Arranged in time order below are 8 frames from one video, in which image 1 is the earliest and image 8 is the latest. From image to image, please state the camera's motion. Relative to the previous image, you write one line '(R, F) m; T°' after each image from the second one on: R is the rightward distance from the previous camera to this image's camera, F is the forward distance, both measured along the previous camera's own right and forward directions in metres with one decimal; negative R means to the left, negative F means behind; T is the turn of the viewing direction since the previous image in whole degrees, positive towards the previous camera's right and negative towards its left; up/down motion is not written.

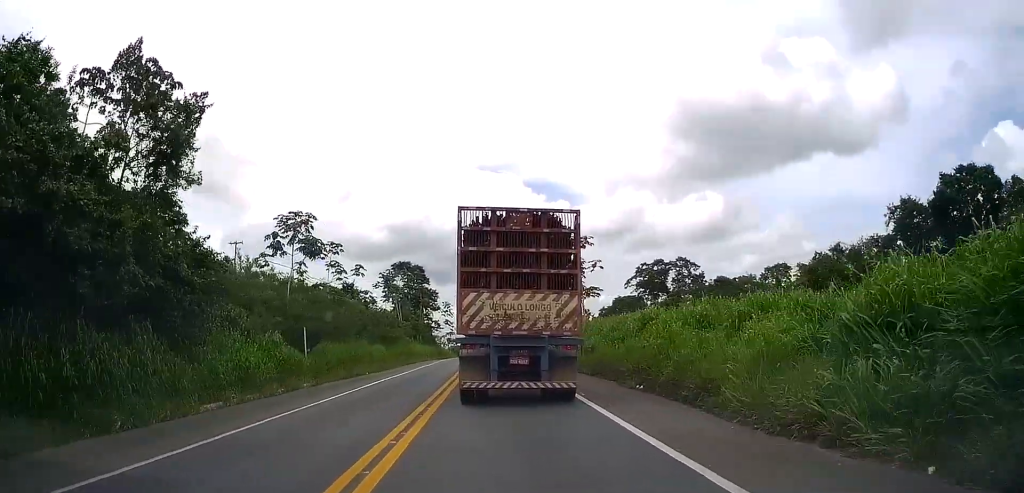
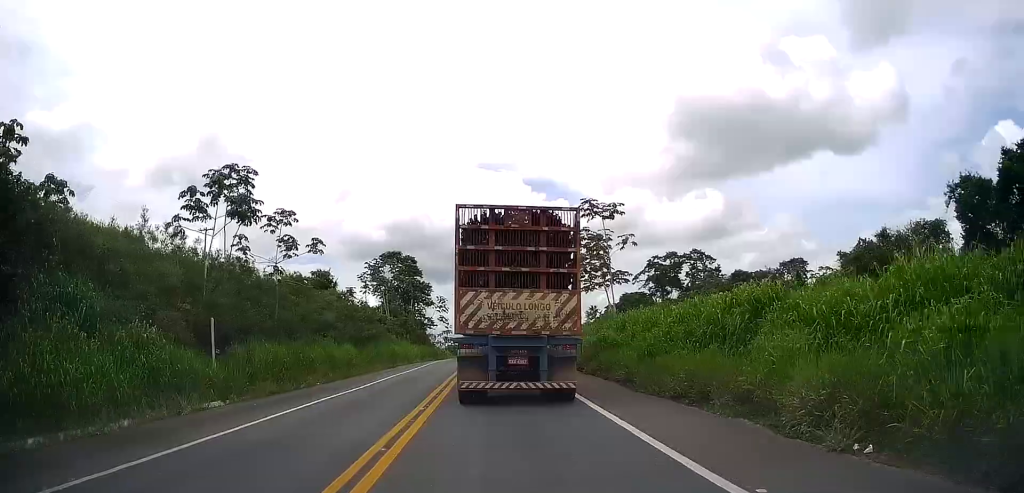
(-0.3, +10.7) m; 0°
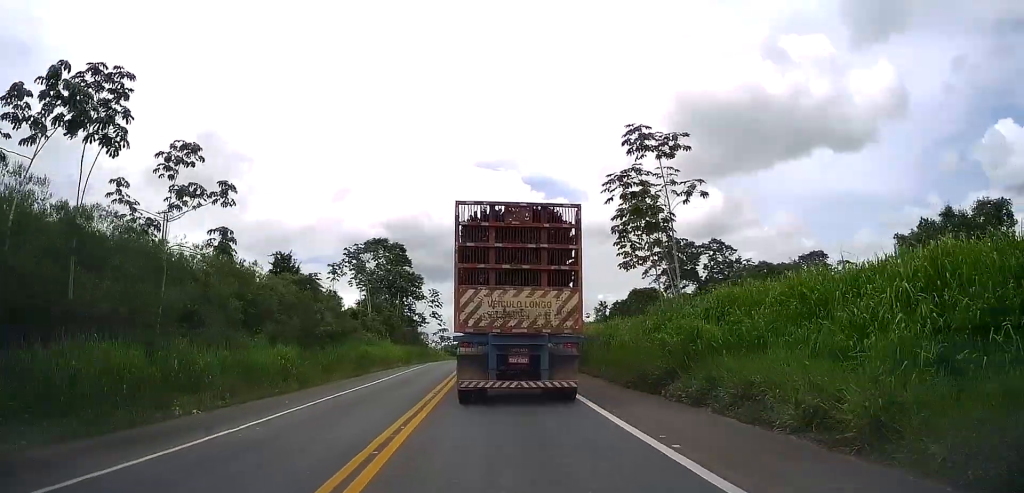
(+0.1, +12.0) m; 0°
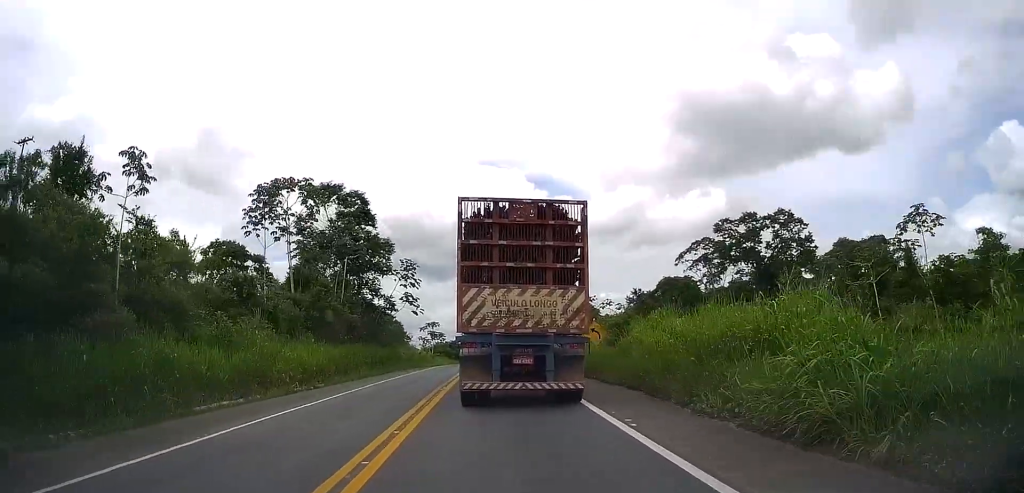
(-0.1, +28.5) m; 0°
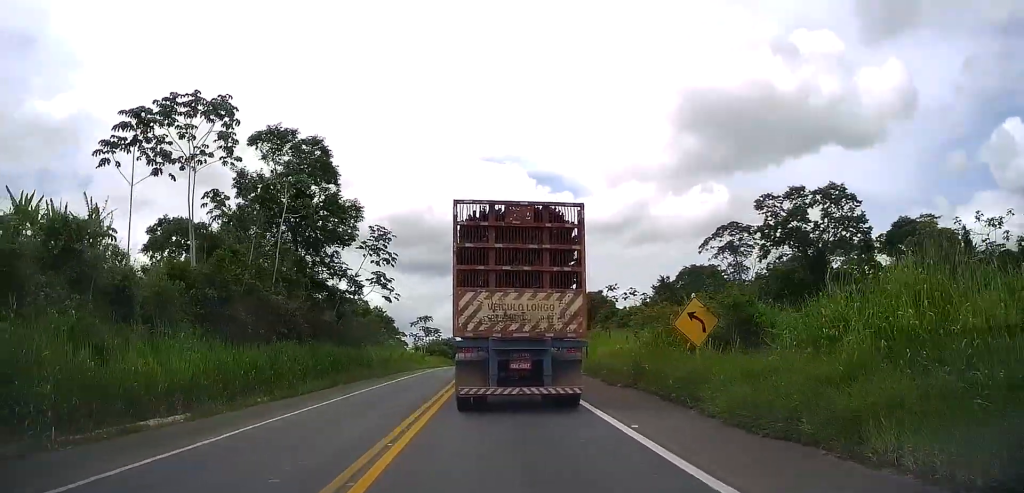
(+0.4, +15.3) m; 0°
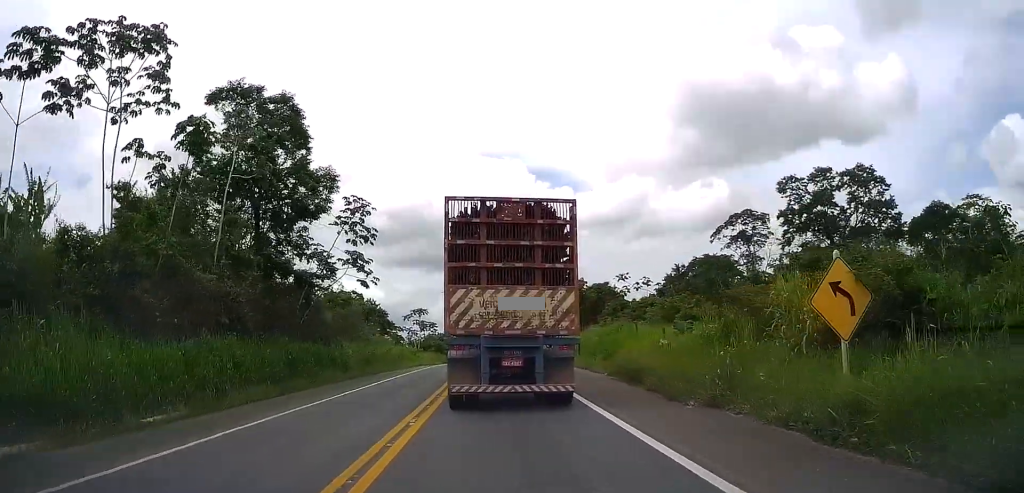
(-0.2, +7.2) m; -1°
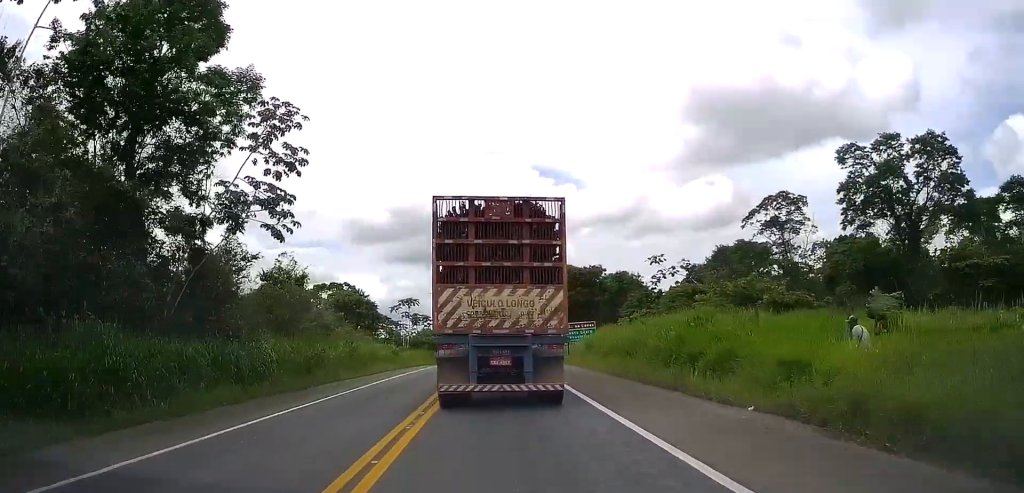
(-0.2, +14.0) m; -1°
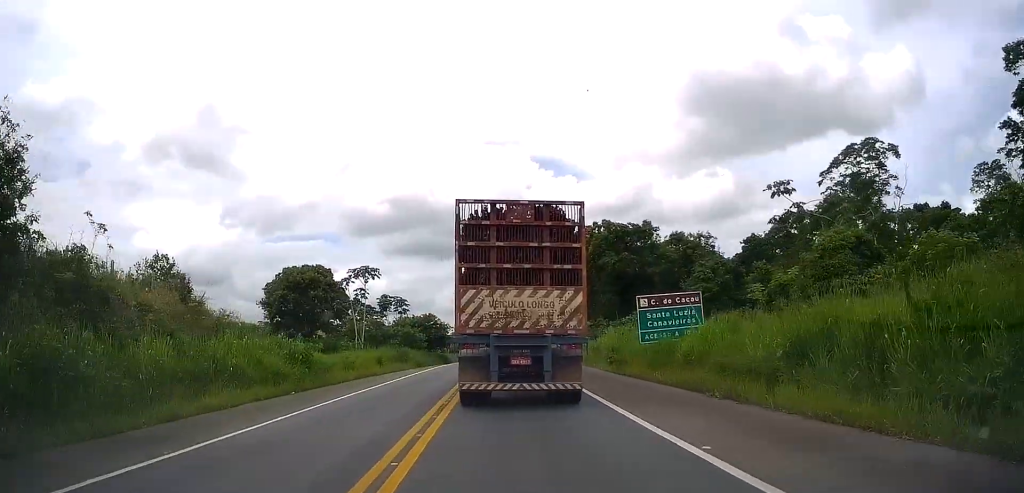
(0.0, +27.1) m; 0°
